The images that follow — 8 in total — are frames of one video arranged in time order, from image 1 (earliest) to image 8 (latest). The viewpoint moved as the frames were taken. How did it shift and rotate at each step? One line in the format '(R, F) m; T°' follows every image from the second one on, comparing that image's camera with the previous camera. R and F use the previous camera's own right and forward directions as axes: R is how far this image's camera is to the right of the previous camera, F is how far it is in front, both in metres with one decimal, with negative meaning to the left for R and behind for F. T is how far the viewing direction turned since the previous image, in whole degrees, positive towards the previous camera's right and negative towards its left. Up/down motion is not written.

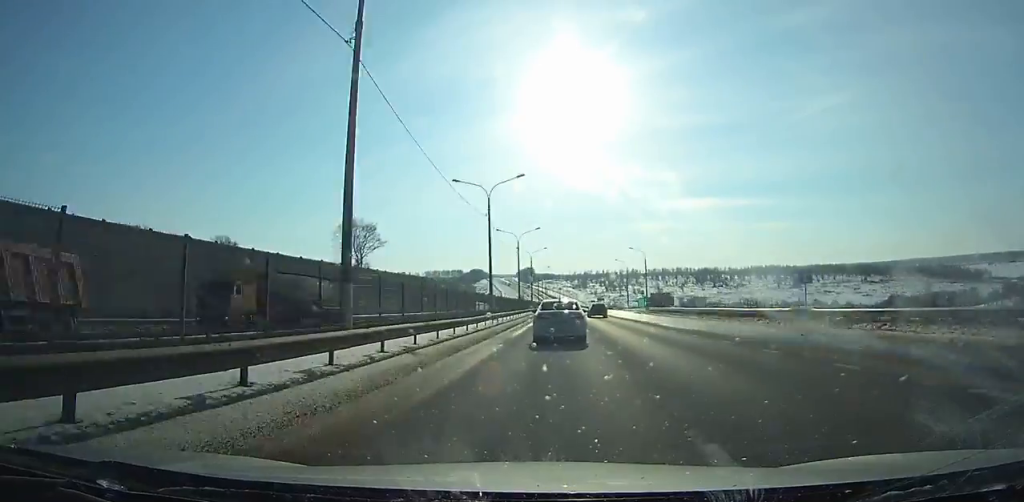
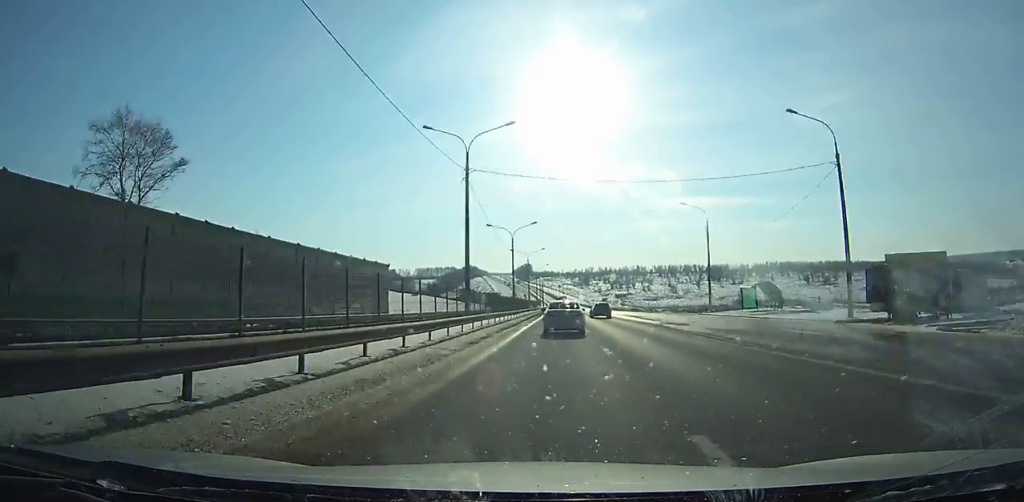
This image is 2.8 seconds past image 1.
(-0.1, +74.3) m; 0°
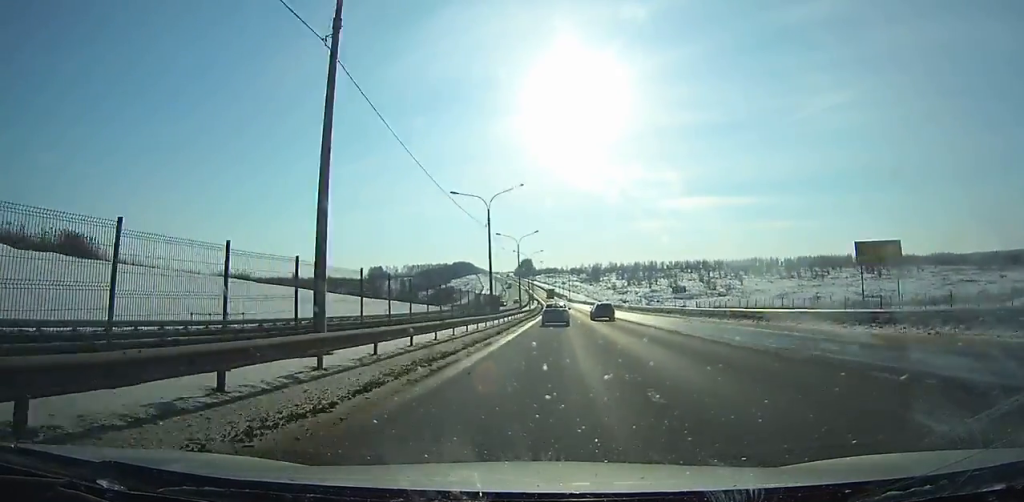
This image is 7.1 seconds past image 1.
(-0.4, +117.9) m; -1°
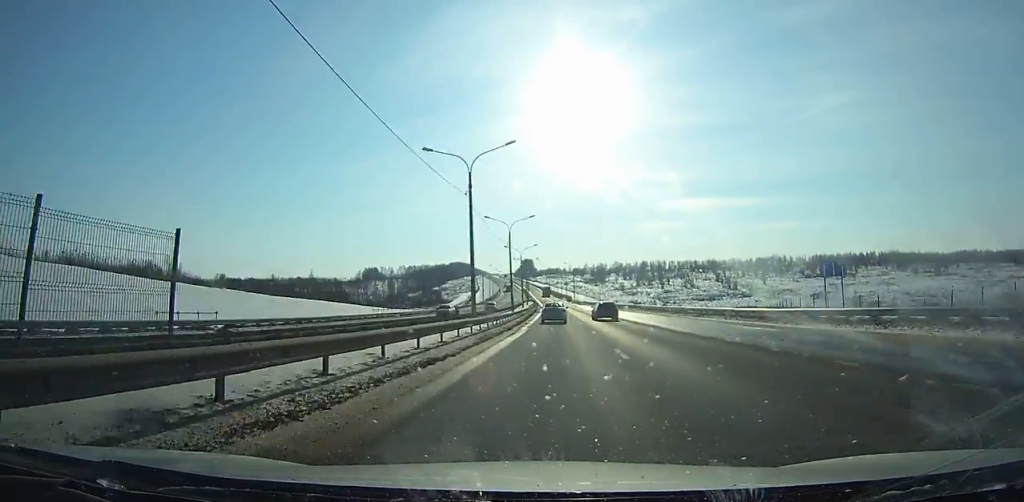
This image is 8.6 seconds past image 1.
(-0.1, +43.2) m; 0°
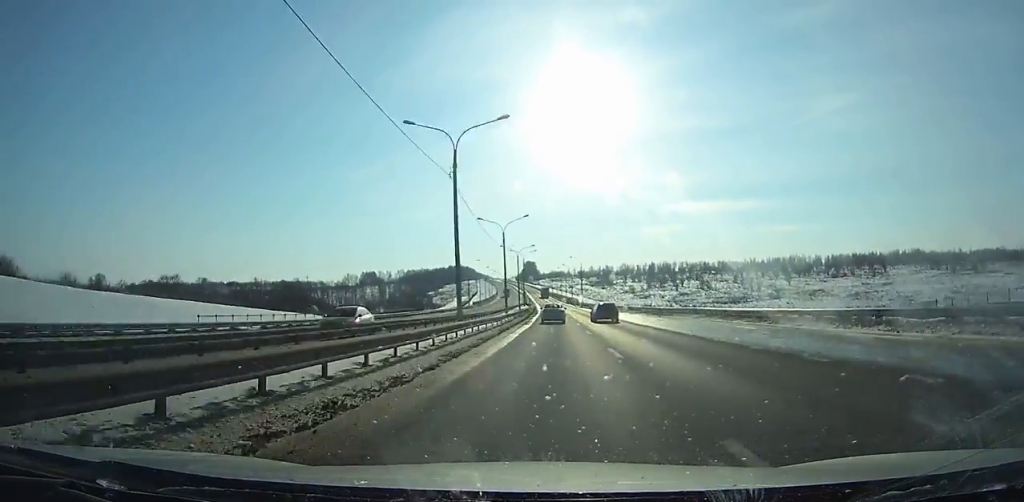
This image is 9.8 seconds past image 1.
(+0.1, +34.9) m; 0°
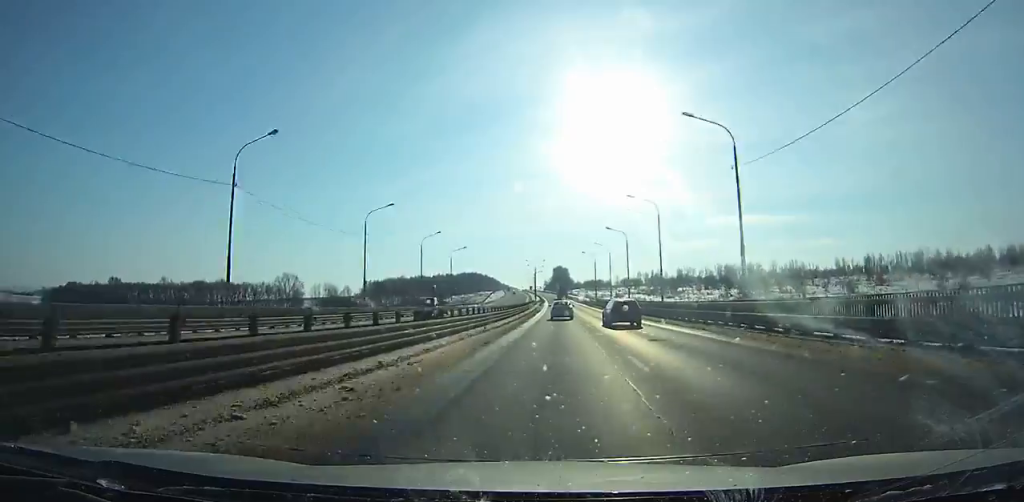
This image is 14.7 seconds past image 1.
(-3.3, +147.9) m; -2°
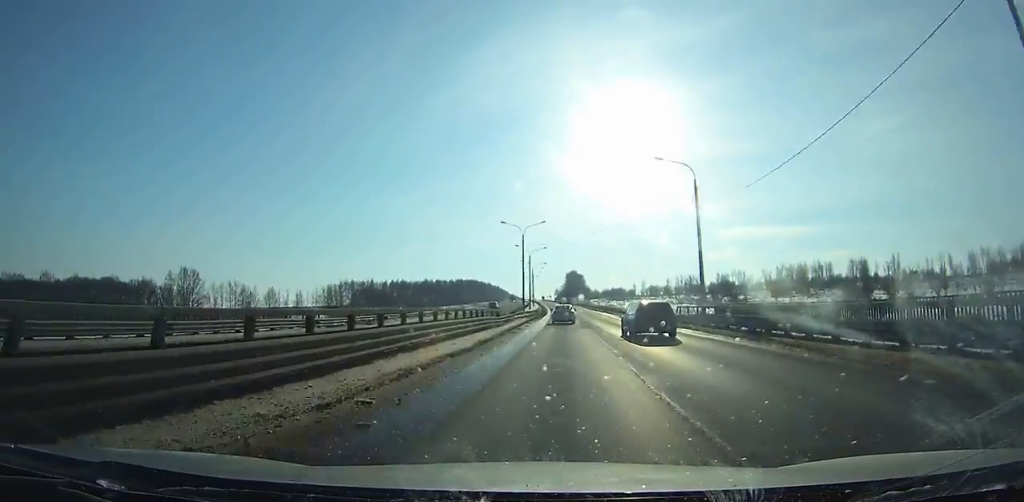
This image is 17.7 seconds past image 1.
(-1.2, +92.8) m; -1°
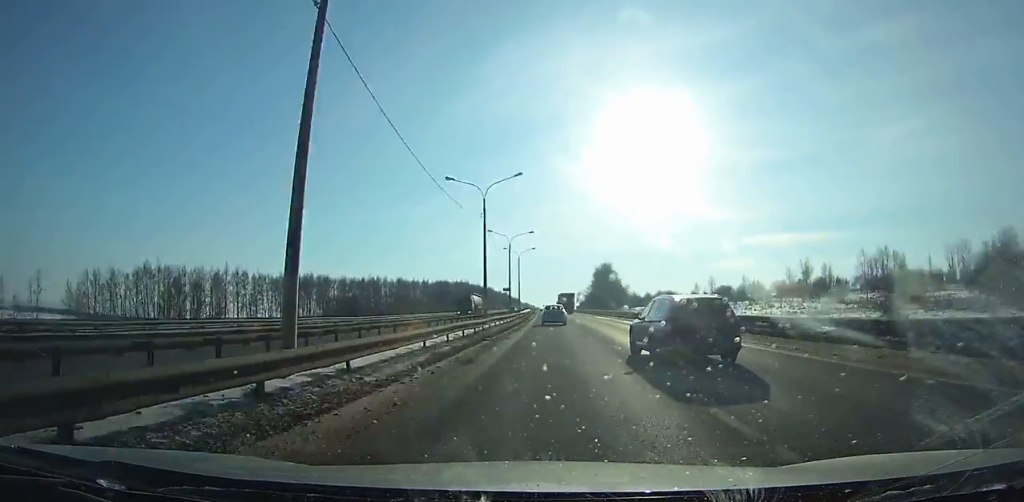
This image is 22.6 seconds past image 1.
(-3.0, +151.9) m; -3°
